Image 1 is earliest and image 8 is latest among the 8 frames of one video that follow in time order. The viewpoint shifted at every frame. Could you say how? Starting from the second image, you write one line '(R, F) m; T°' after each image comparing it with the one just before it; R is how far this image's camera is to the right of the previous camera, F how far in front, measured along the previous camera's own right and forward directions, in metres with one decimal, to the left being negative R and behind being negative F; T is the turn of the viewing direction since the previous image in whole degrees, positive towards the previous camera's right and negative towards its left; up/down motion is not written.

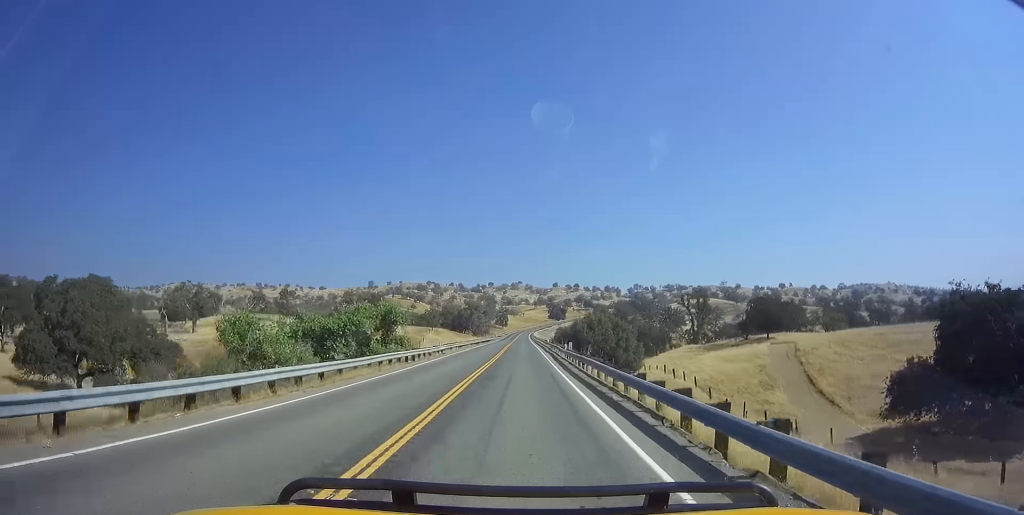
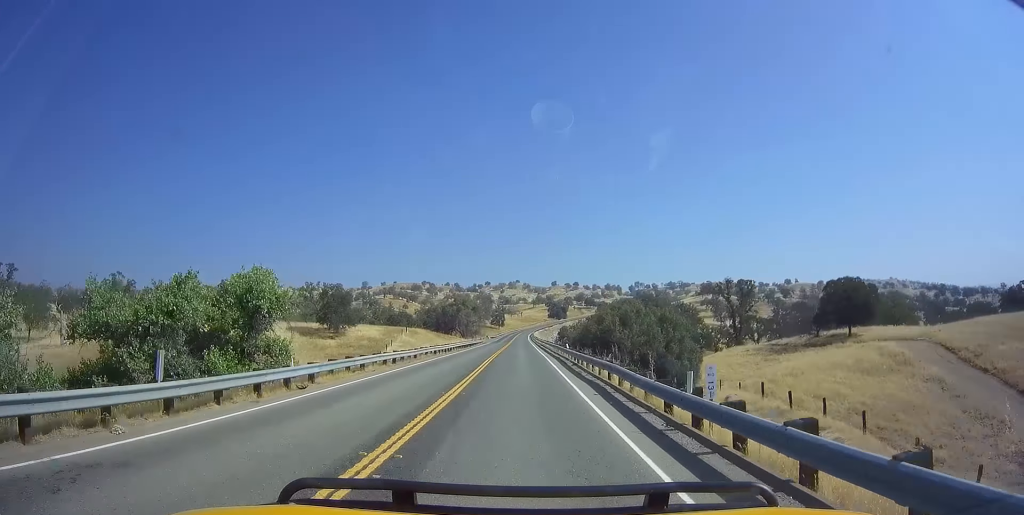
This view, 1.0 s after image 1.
(0.0, +27.6) m; 0°
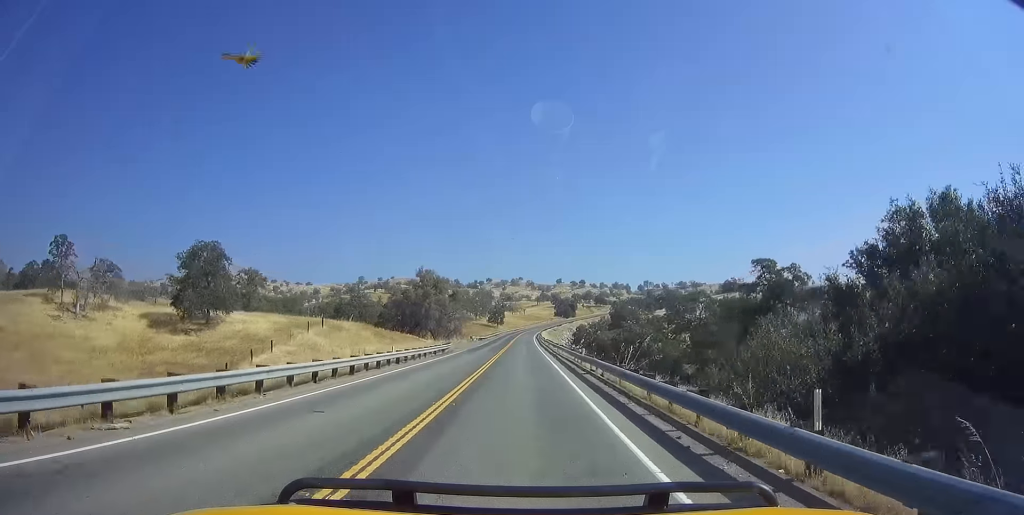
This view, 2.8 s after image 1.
(-0.8, +46.0) m; -1°
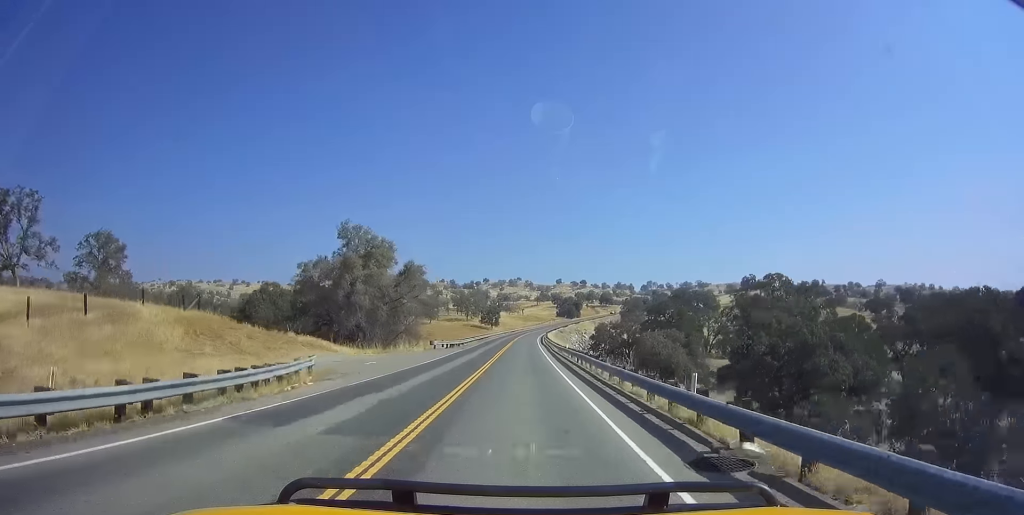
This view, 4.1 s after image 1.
(+0.7, +36.0) m; +1°
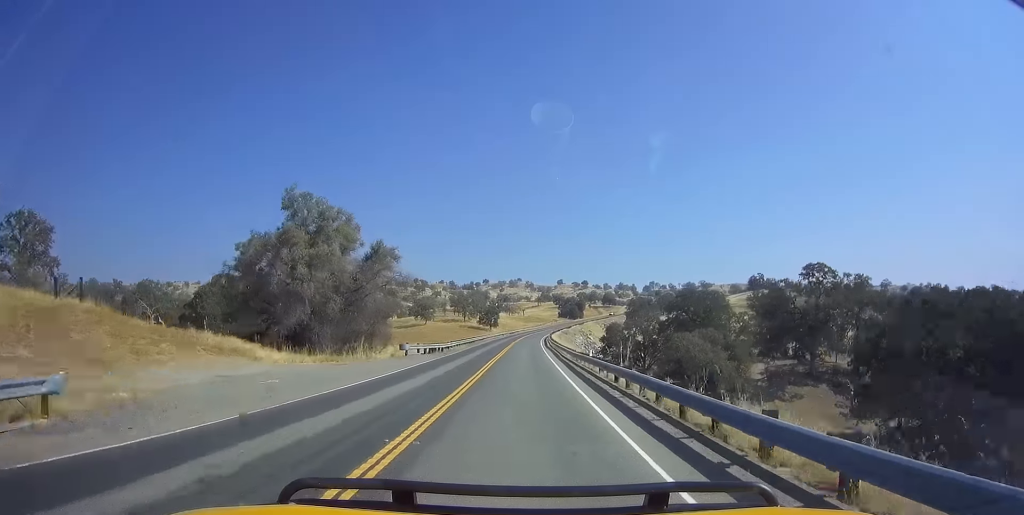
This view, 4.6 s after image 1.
(-0.1, +12.3) m; 0°
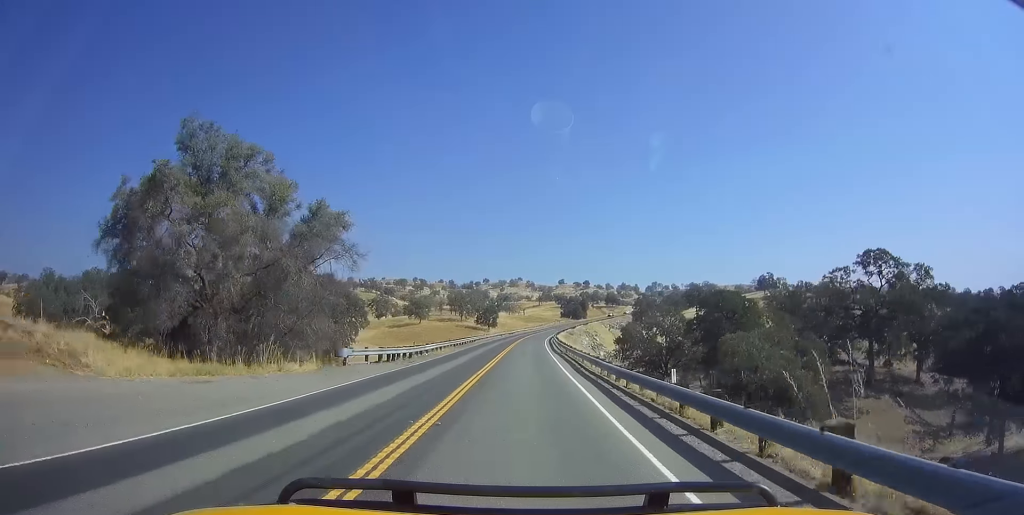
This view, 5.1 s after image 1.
(0.0, +13.1) m; 0°
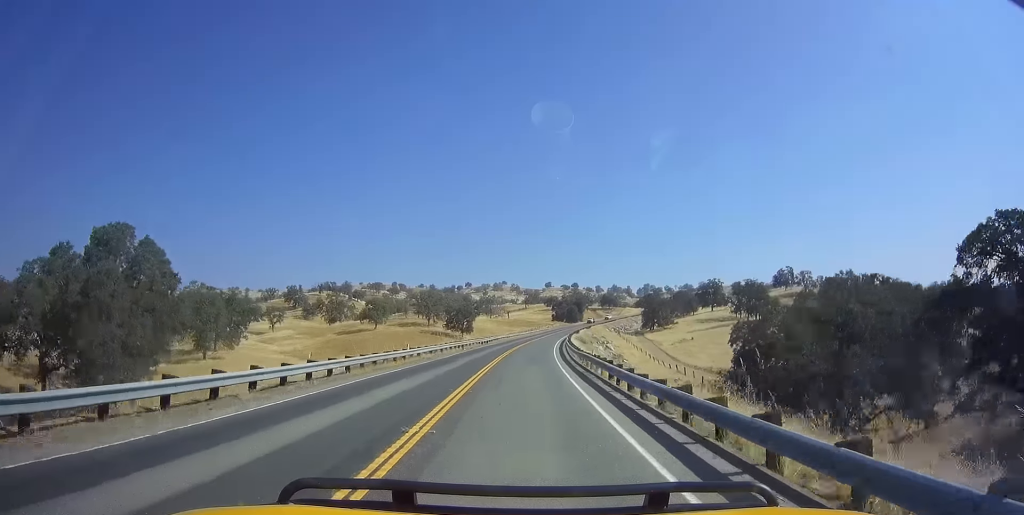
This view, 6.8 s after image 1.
(+0.1, +44.5) m; +1°
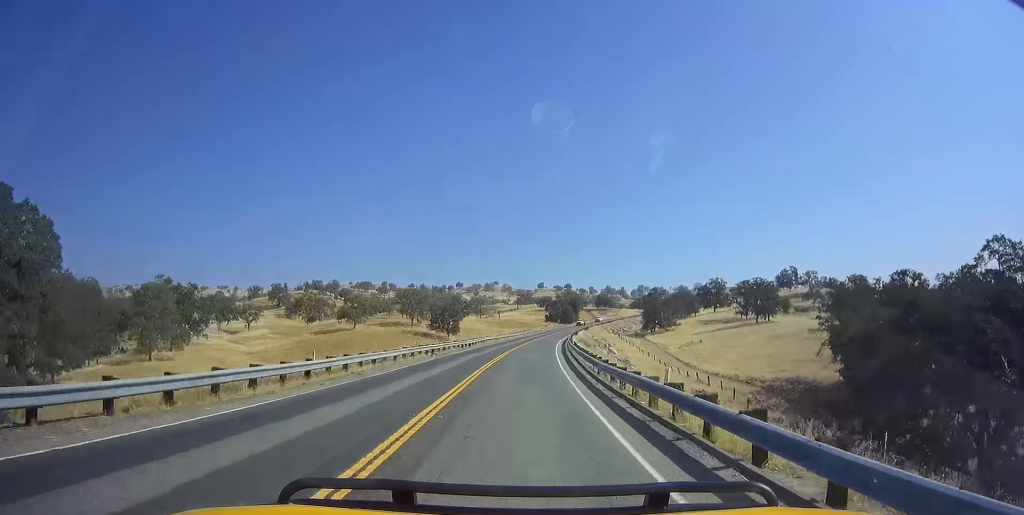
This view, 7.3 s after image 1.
(0.0, +13.0) m; +1°
